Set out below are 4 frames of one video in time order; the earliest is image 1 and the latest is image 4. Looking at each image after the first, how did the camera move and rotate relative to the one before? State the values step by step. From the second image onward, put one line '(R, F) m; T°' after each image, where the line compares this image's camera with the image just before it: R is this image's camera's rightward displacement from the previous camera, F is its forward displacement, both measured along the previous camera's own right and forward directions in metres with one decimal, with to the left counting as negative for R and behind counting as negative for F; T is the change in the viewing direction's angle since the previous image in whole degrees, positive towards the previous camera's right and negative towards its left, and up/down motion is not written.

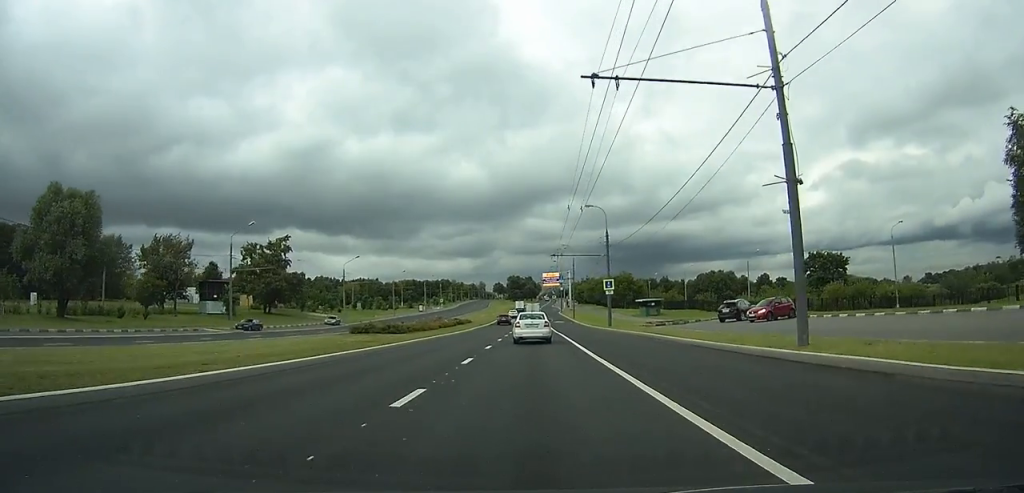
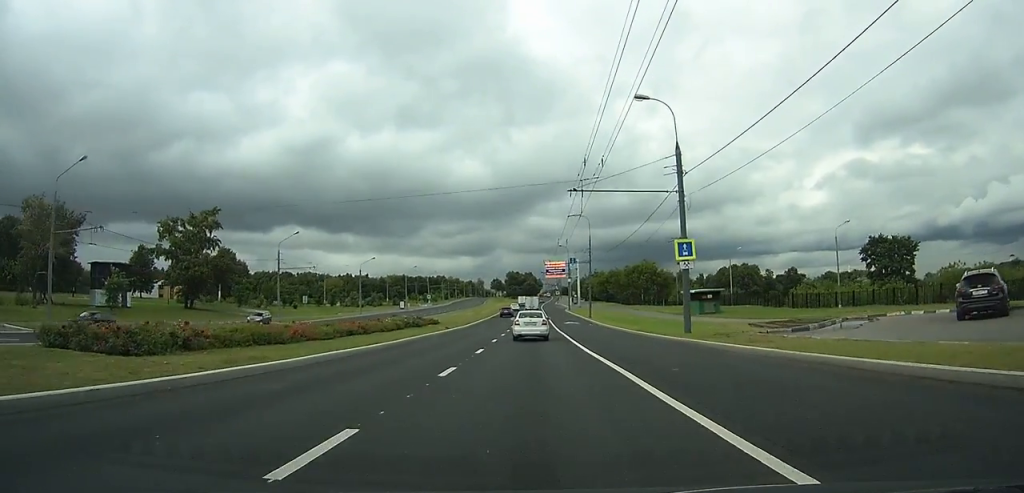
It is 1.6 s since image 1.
(+0.1, +27.7) m; 0°
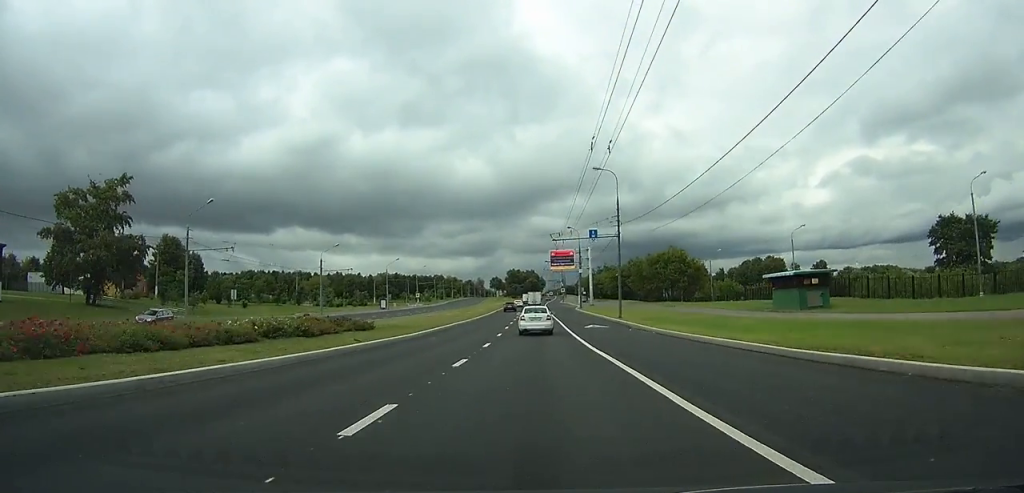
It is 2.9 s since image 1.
(-0.1, +22.3) m; 0°
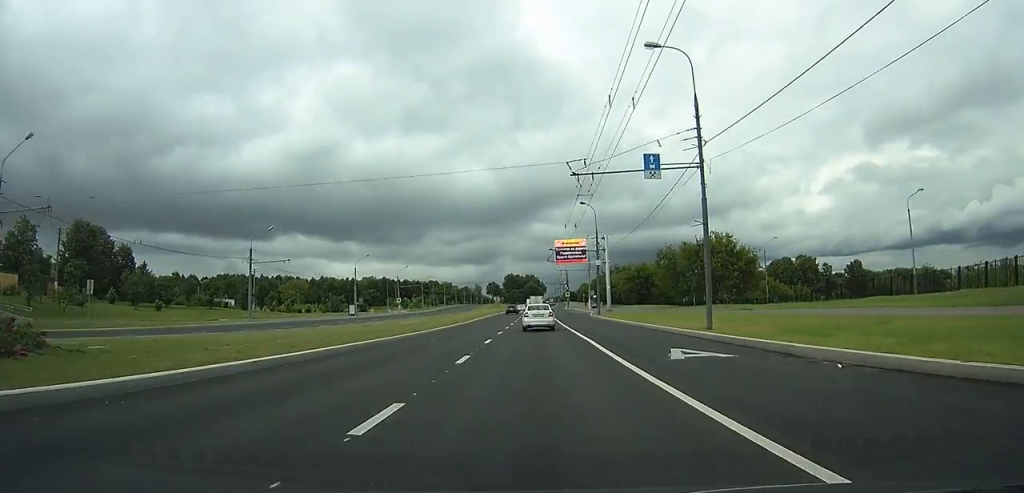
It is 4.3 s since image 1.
(-0.1, +23.8) m; 0°
